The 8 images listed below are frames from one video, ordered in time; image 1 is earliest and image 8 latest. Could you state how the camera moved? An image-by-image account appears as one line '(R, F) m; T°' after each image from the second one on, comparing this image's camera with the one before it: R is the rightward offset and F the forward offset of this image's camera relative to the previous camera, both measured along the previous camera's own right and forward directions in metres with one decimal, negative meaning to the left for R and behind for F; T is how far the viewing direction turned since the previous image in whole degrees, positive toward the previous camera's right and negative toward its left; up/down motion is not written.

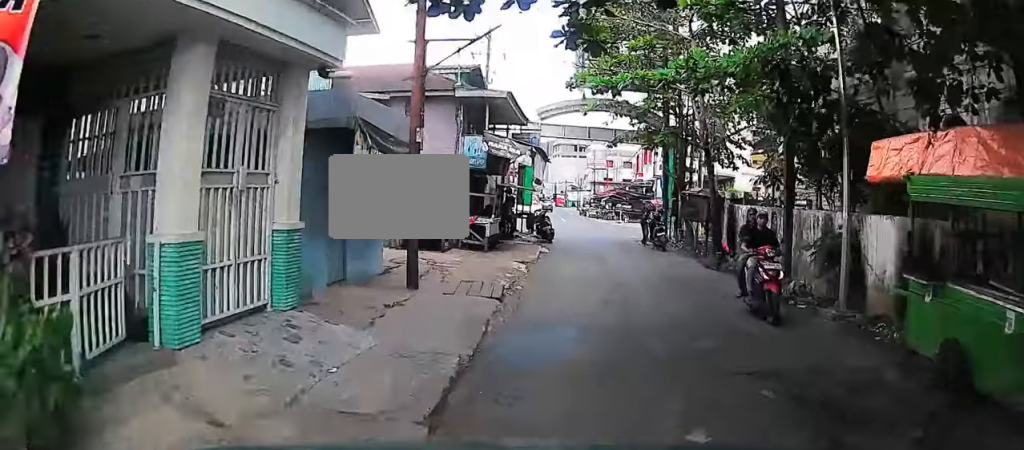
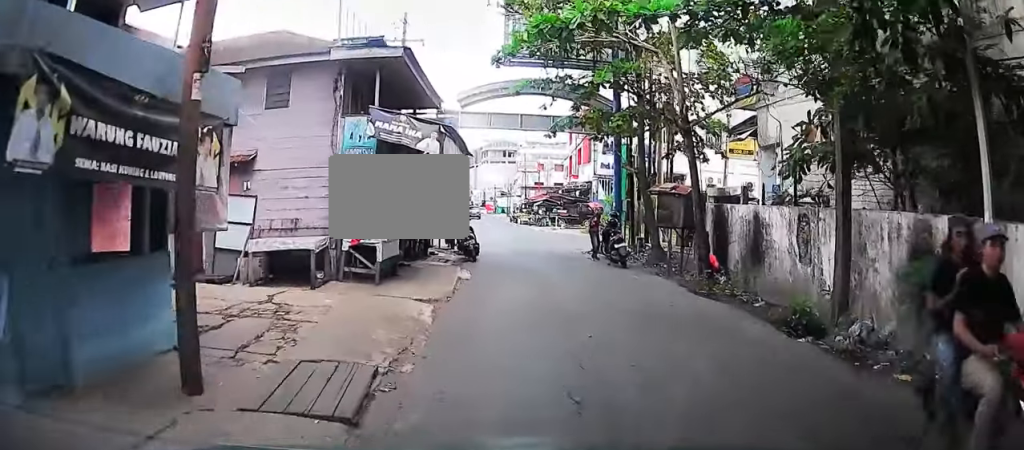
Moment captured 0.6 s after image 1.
(+0.1, +5.9) m; +2°
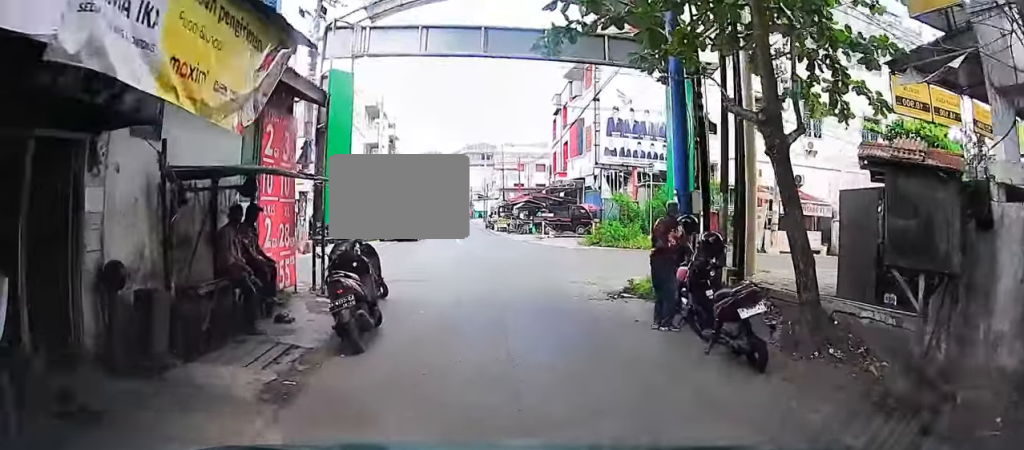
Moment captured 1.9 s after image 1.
(+0.4, +12.2) m; +2°
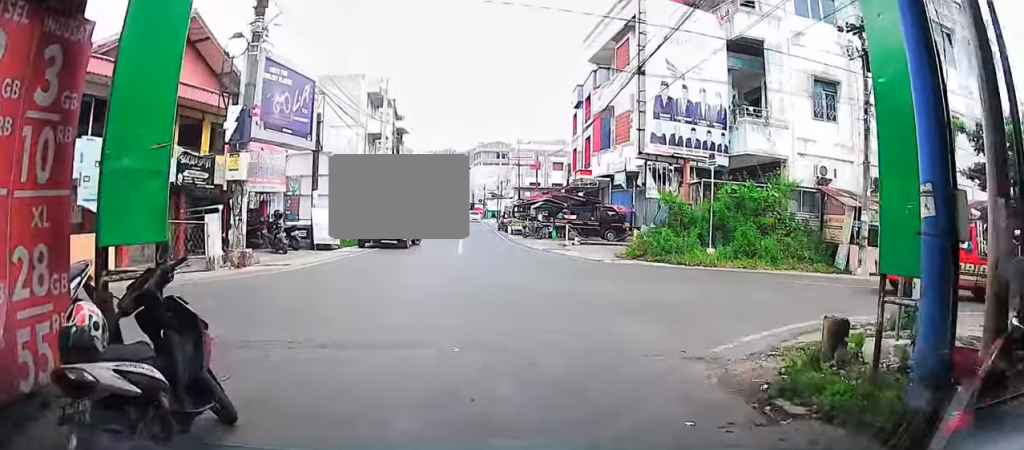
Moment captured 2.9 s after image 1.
(-0.1, +8.0) m; +3°
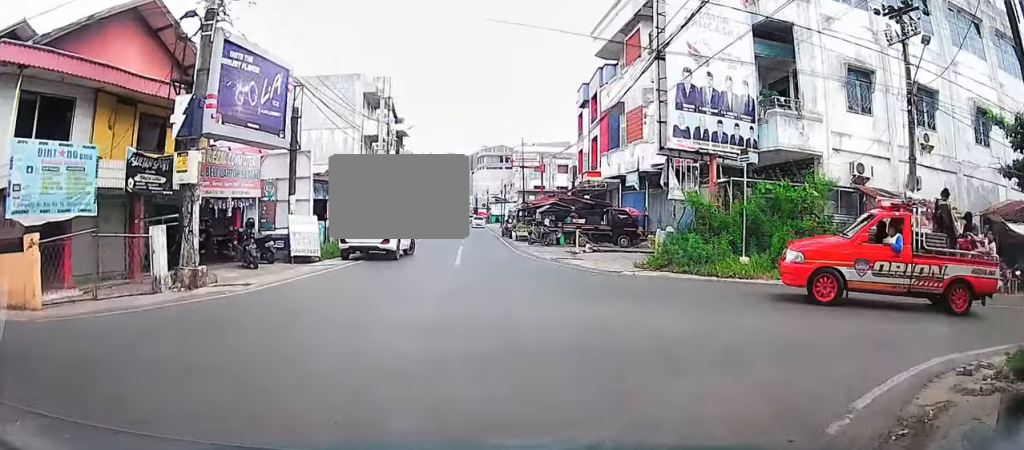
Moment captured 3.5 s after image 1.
(0.0, +4.3) m; +3°
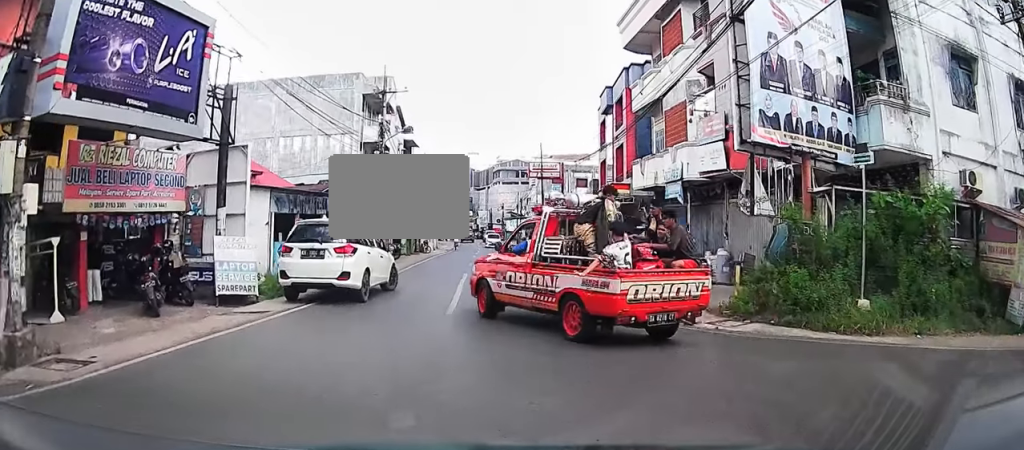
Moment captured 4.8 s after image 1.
(+0.8, +7.8) m; +6°
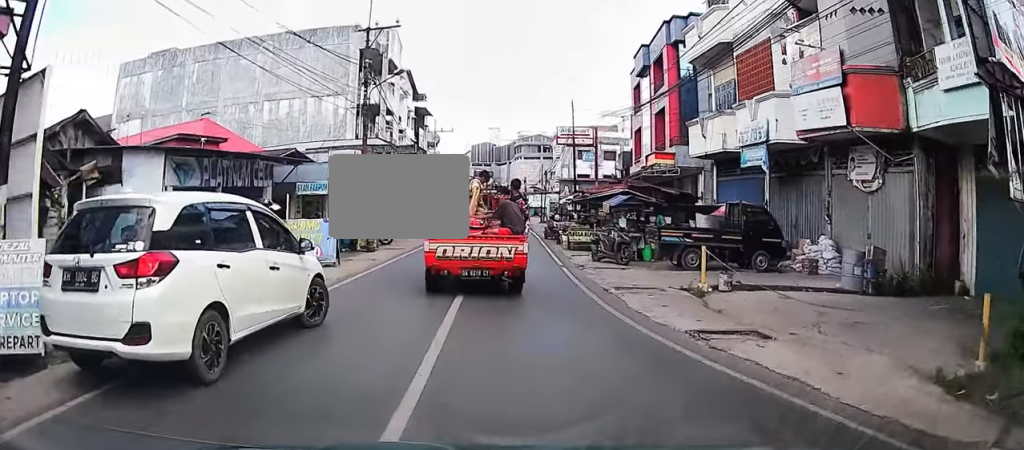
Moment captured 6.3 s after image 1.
(-0.1, +5.1) m; -7°
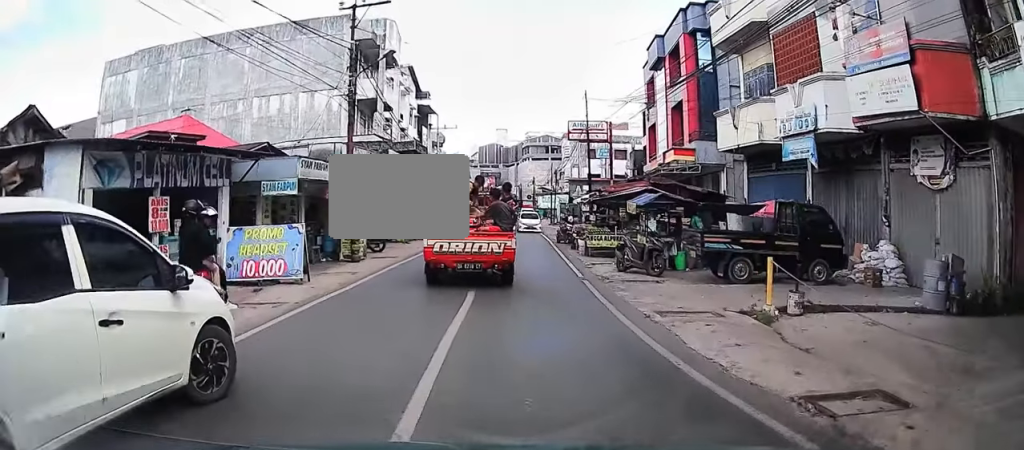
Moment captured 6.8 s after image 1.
(-0.1, +2.0) m; -7°
